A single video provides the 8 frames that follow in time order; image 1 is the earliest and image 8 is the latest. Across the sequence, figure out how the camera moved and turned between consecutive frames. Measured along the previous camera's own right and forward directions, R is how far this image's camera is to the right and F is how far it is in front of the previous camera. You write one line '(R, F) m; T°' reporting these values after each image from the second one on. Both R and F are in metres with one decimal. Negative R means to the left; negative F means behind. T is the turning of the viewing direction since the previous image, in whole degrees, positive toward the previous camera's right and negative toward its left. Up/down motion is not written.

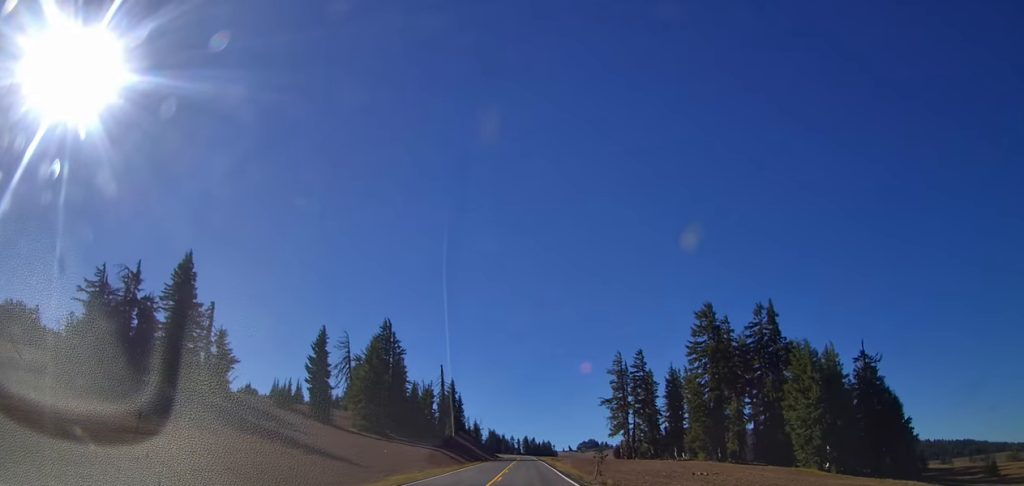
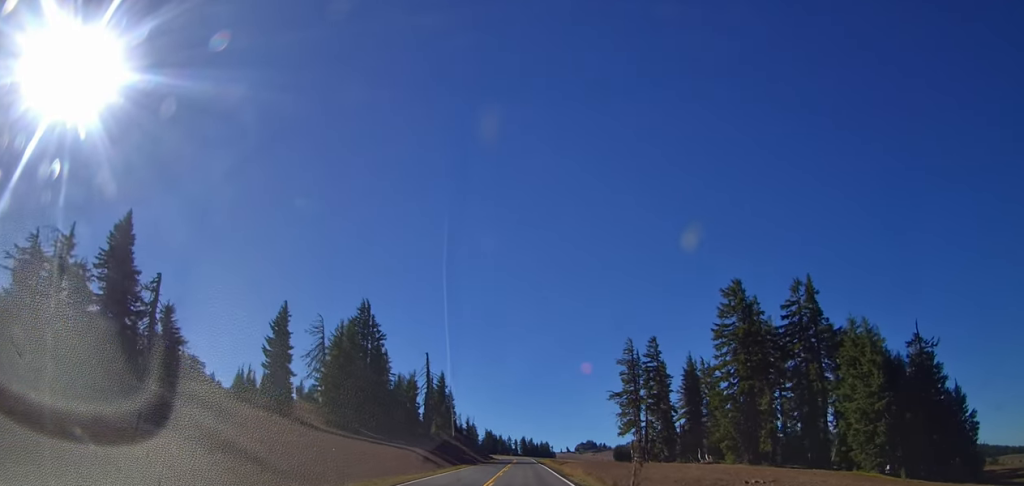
(-0.3, +16.3) m; -1°
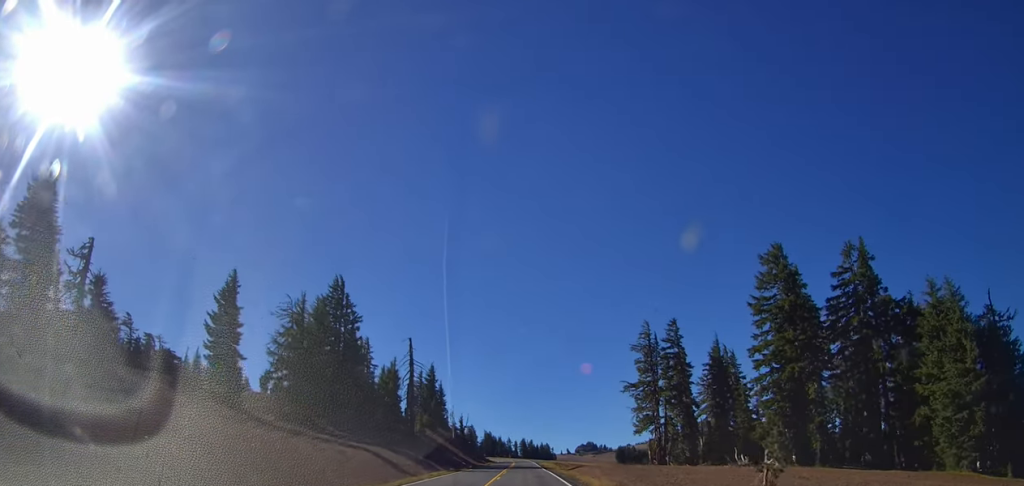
(0.0, +16.4) m; 0°
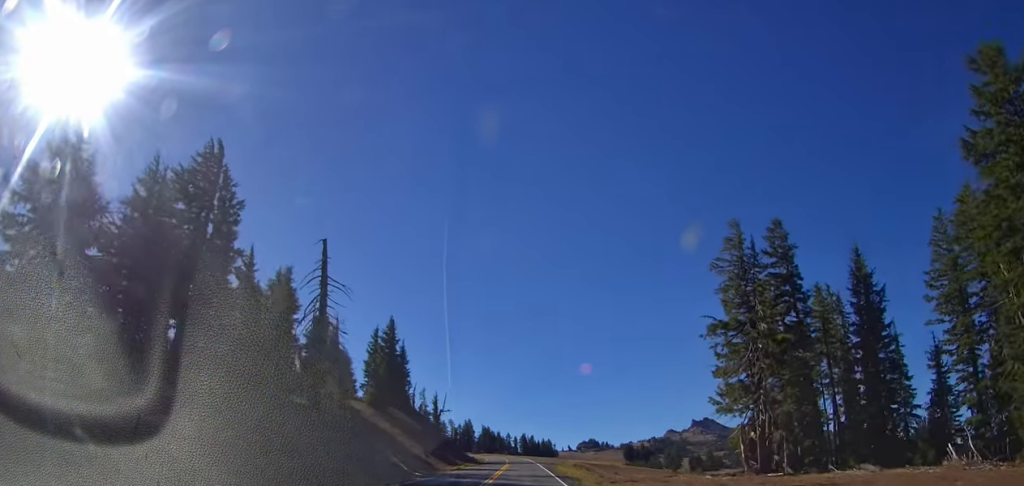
(0.0, +43.8) m; 0°
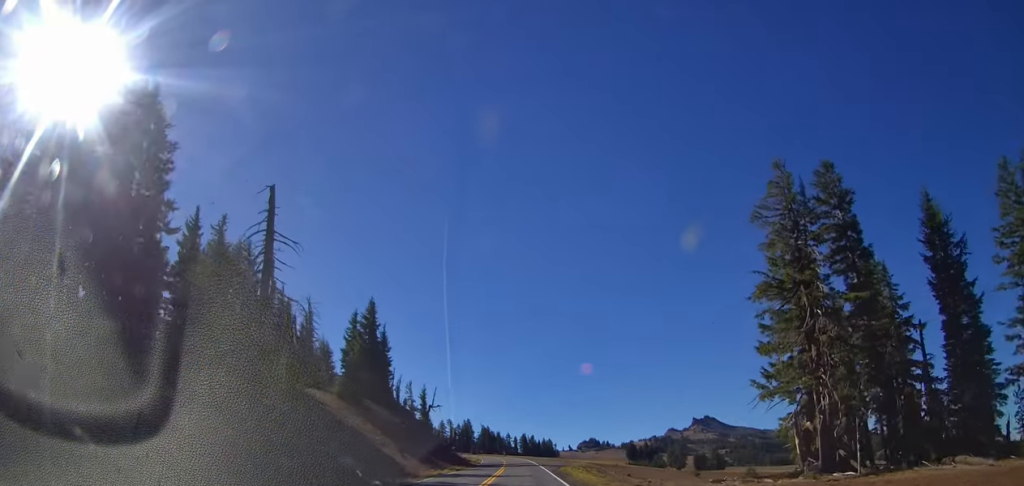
(0.0, +12.2) m; 0°
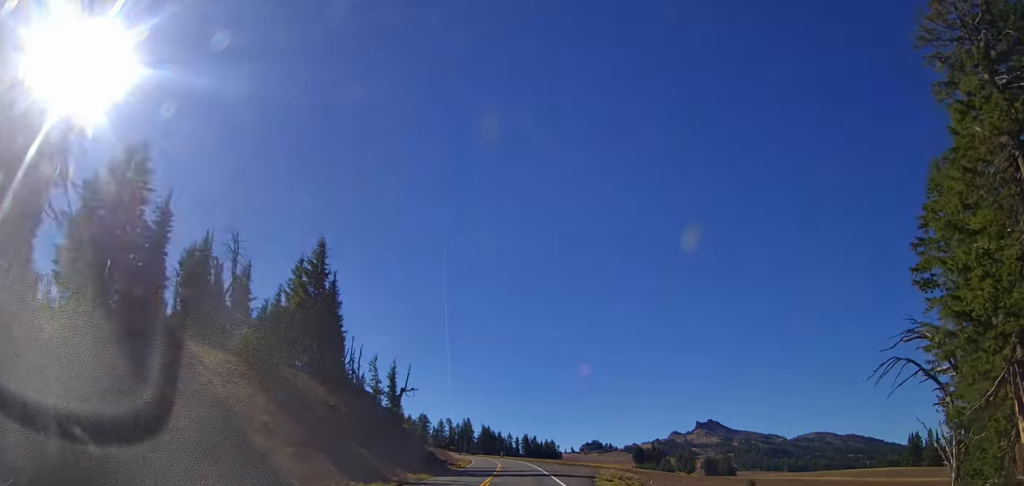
(0.0, +23.7) m; 0°
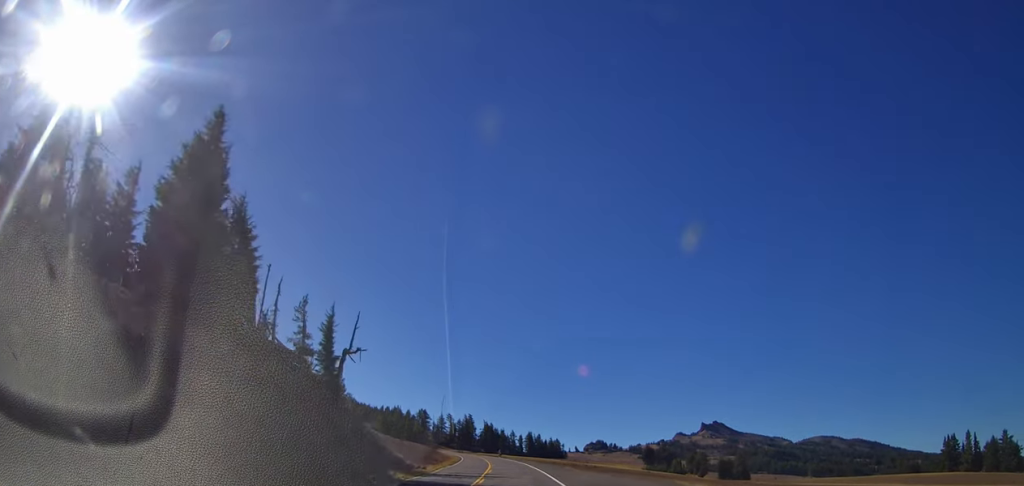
(-0.1, +25.1) m; 0°
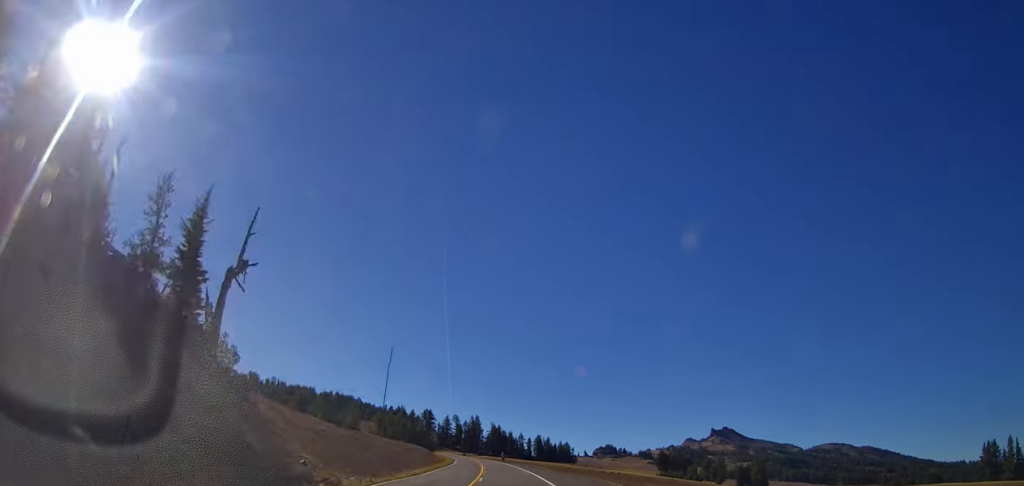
(0.0, +21.5) m; 0°
